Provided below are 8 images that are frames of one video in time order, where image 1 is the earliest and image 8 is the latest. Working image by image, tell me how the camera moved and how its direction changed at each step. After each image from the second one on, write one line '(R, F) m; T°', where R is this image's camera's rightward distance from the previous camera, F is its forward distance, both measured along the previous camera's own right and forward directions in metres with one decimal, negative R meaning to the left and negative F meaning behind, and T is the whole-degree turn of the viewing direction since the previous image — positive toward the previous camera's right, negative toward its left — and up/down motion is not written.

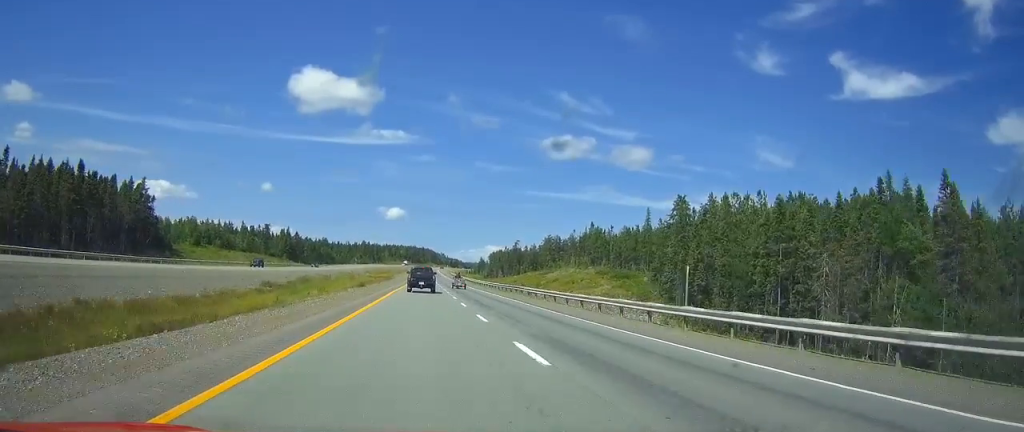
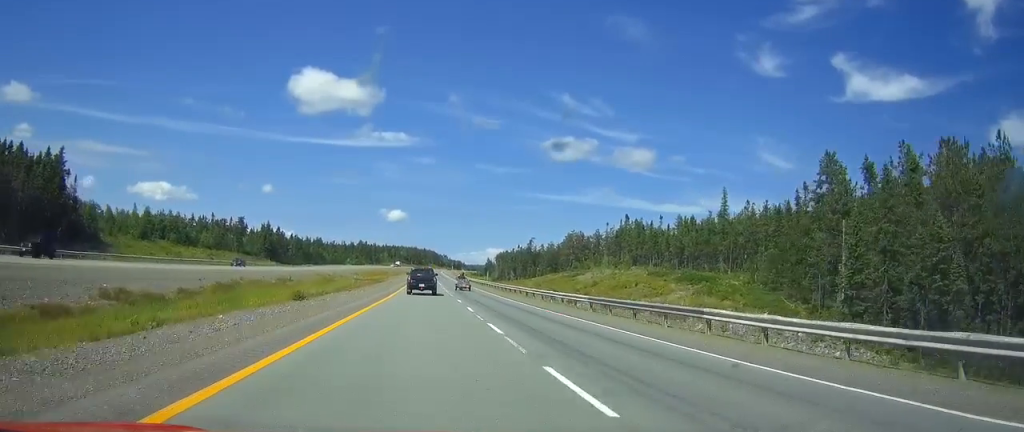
(+0.1, +40.2) m; 0°
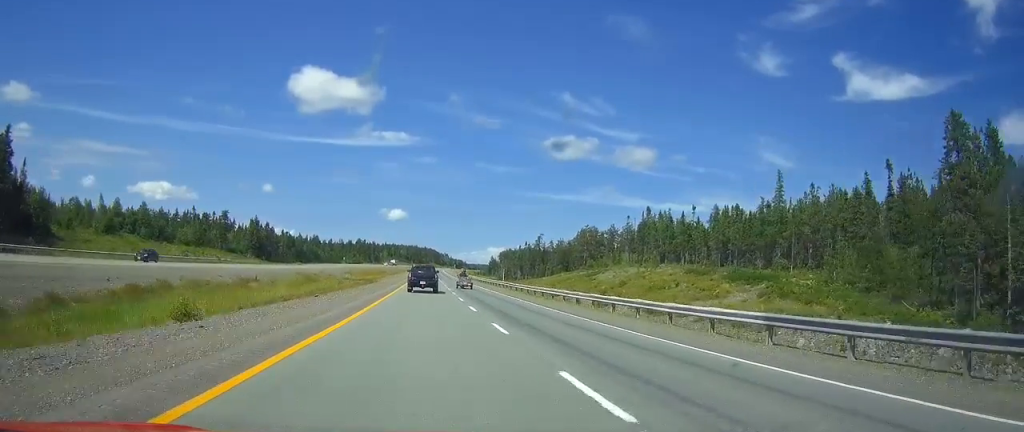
(-0.1, +19.3) m; 0°
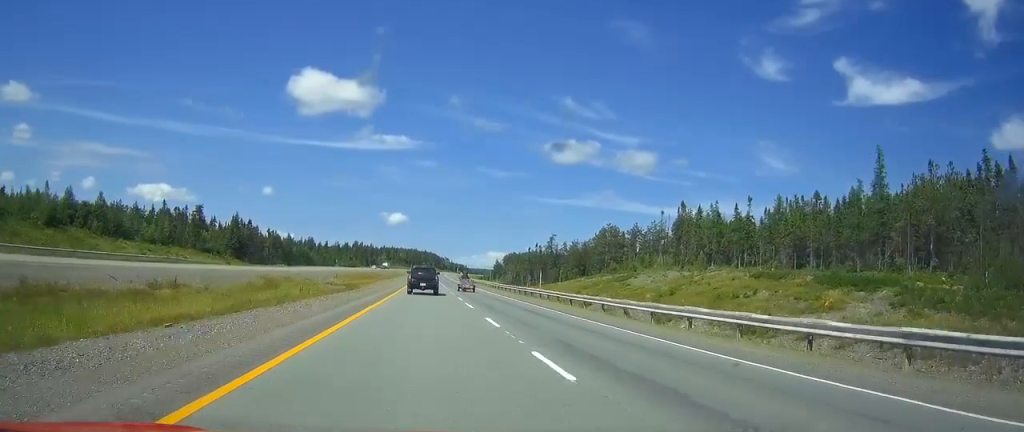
(-0.1, +24.8) m; 0°
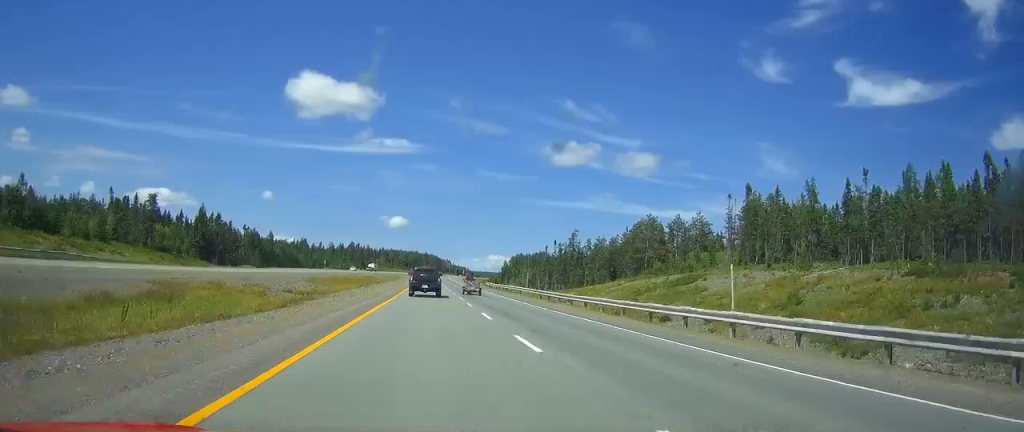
(-0.1, +33.7) m; 0°
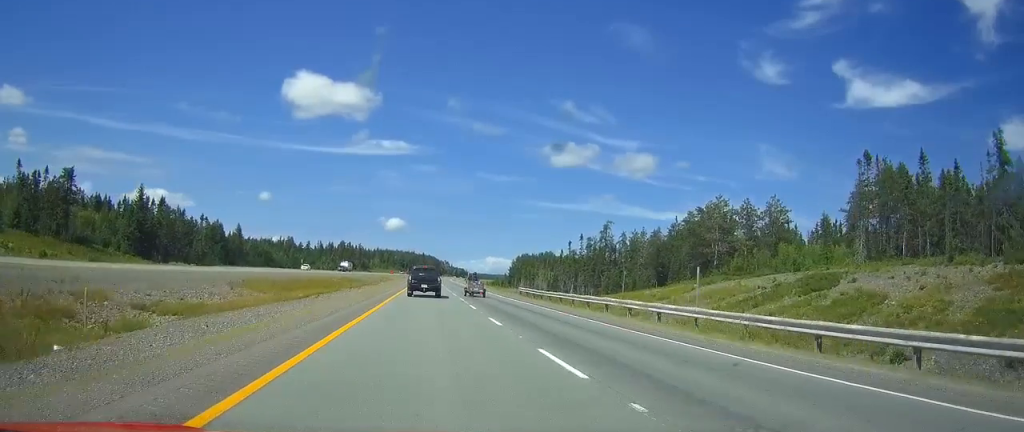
(+0.1, +39.1) m; 0°
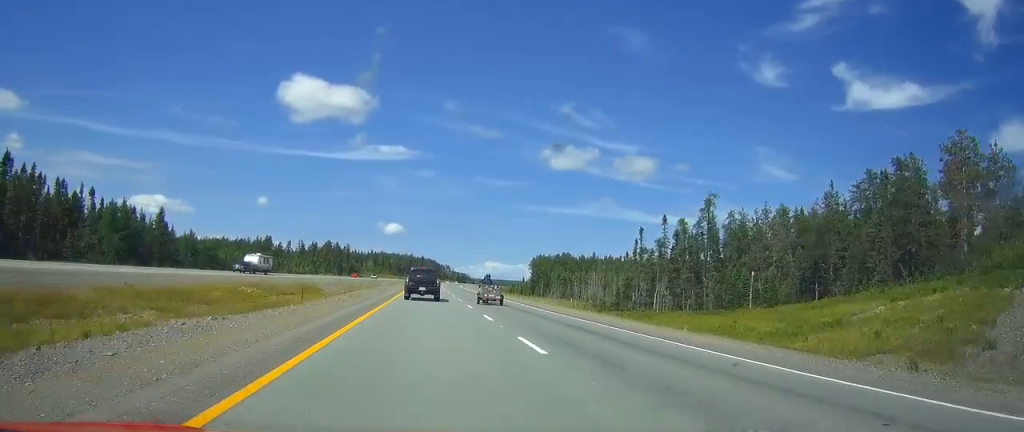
(+0.1, +61.2) m; 0°
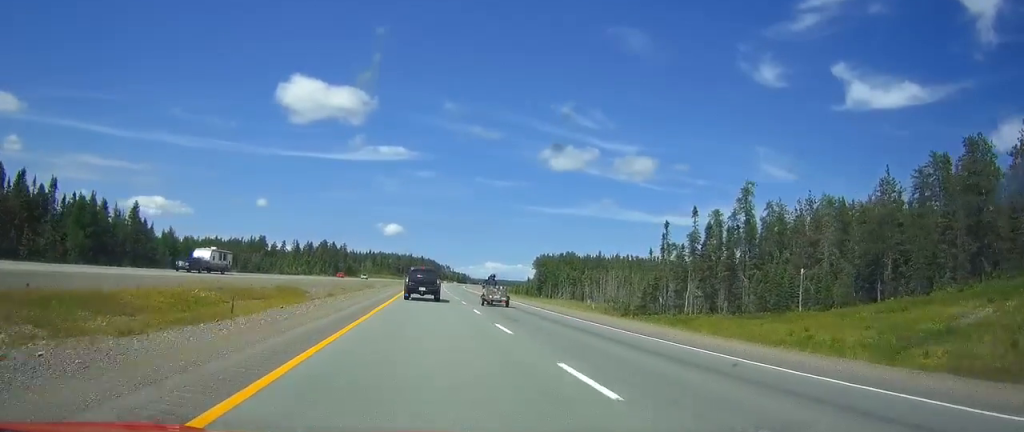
(-0.1, +13.3) m; 0°
